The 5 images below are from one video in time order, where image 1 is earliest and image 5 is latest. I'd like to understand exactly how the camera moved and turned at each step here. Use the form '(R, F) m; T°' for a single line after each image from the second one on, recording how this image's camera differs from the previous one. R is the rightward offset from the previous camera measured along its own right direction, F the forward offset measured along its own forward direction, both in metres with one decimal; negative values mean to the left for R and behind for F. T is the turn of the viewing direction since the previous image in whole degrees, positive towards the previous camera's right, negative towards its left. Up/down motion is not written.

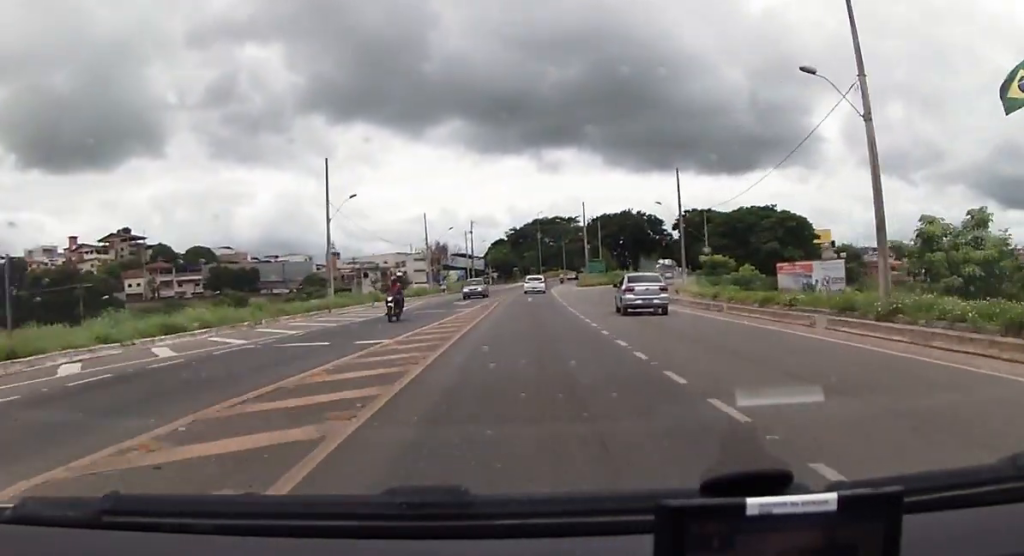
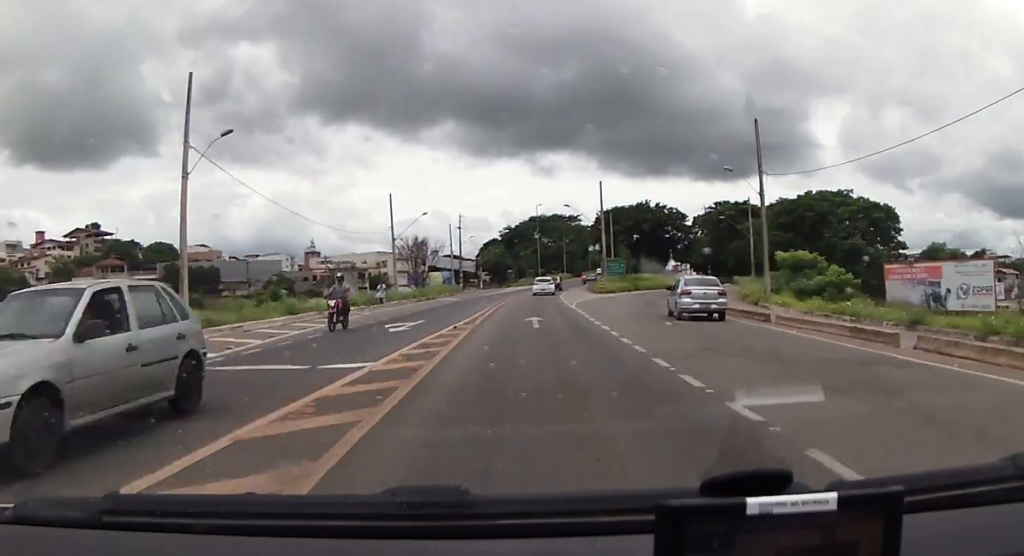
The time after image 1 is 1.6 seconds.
(0.0, +21.5) m; -1°
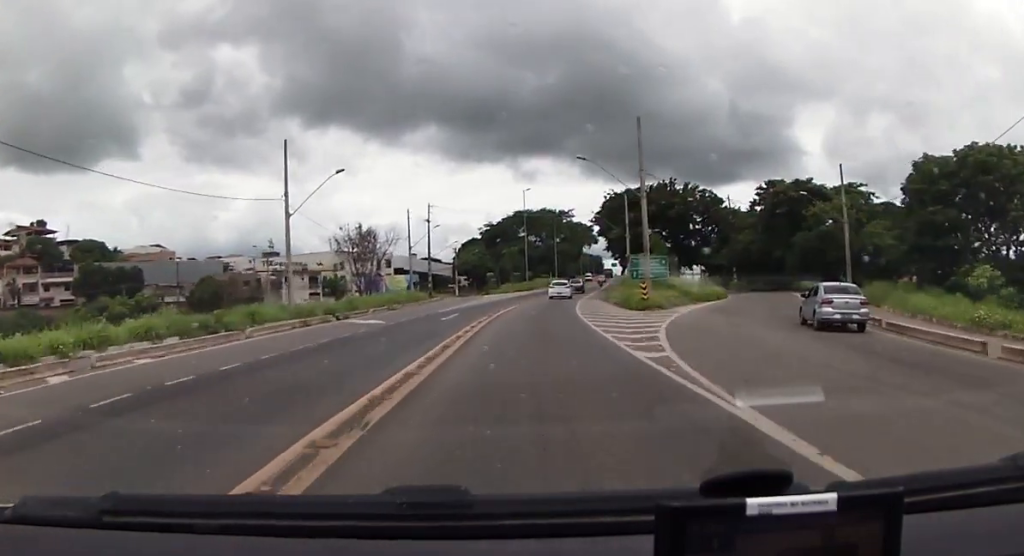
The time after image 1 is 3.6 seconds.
(+0.9, +27.5) m; +4°
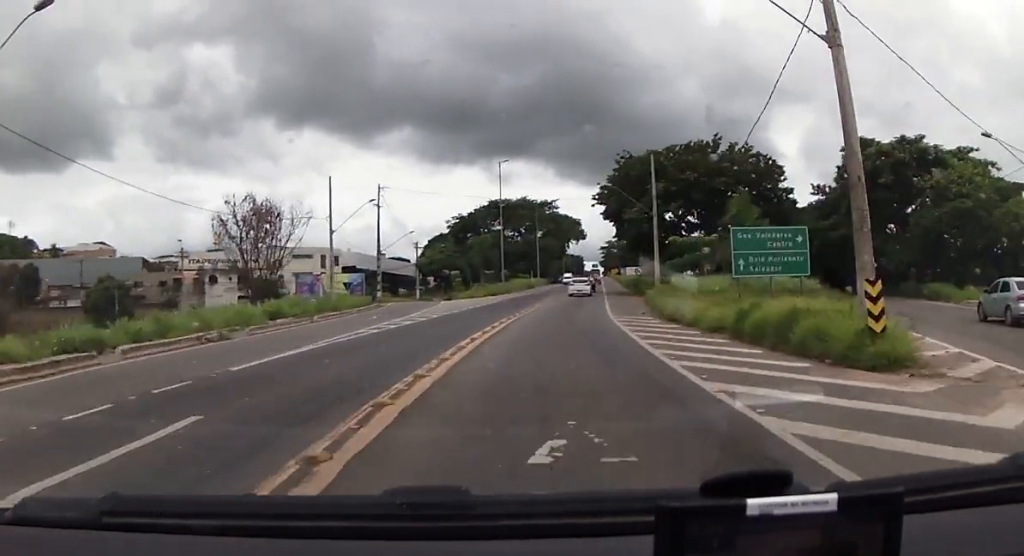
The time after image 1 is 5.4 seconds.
(-0.8, +25.5) m; +1°
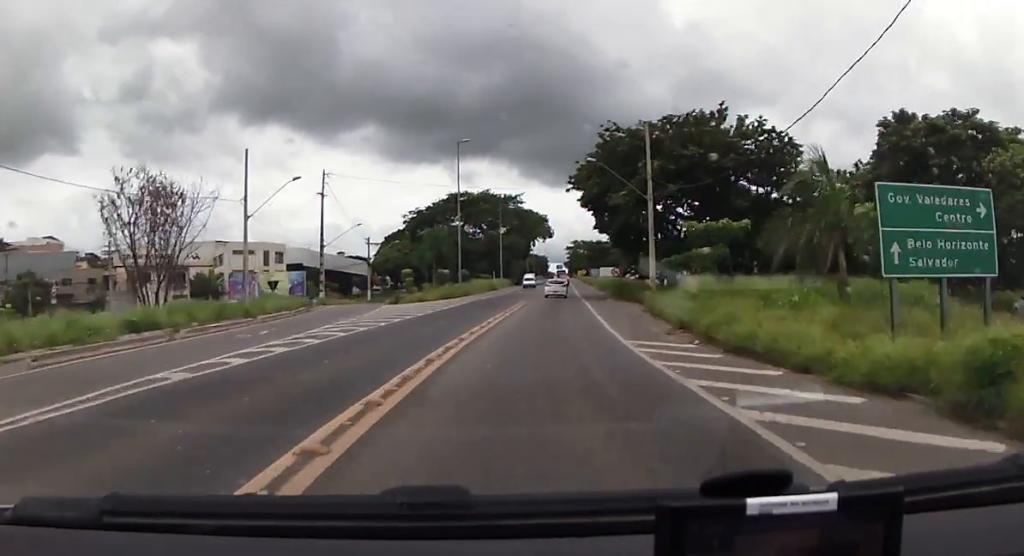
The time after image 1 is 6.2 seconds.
(+0.5, +10.7) m; +3°
